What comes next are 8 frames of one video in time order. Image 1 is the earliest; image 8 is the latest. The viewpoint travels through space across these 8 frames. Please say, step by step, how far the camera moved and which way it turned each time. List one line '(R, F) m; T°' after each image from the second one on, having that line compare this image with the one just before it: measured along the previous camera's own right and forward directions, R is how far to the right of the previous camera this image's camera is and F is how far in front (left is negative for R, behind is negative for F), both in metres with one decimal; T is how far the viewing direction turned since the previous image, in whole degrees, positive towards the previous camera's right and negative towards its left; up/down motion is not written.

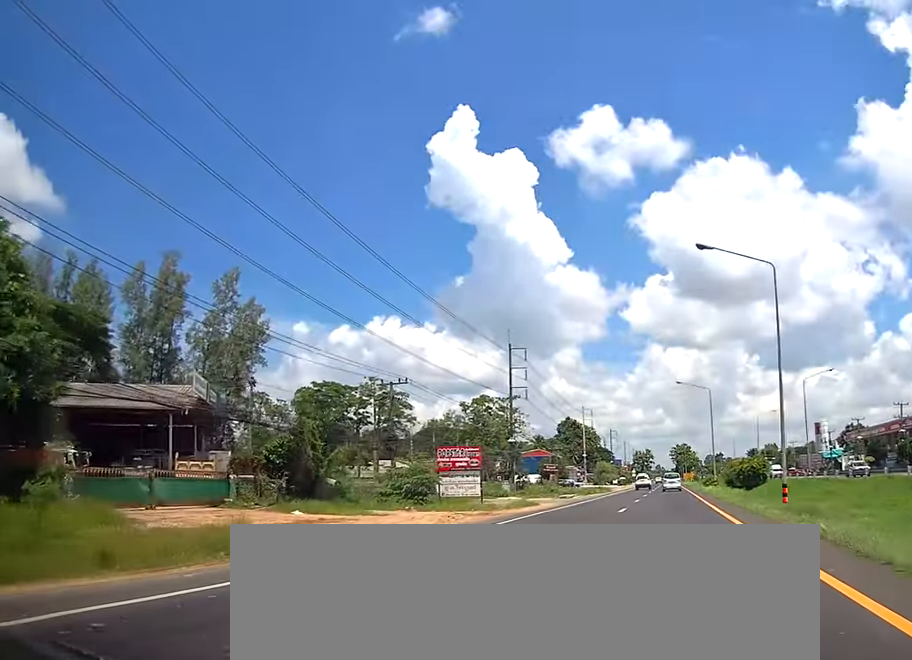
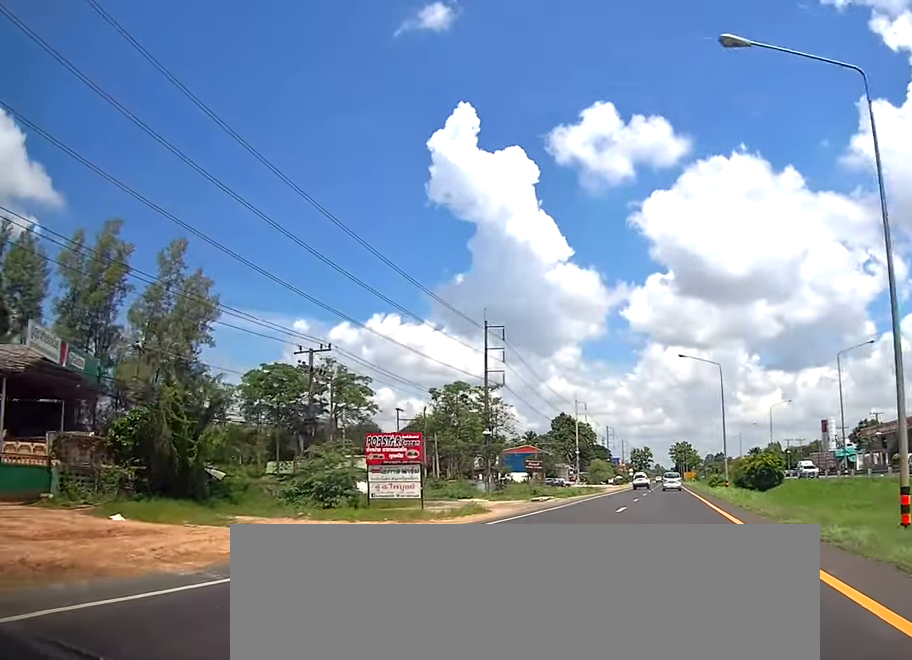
(0.0, +13.1) m; 0°
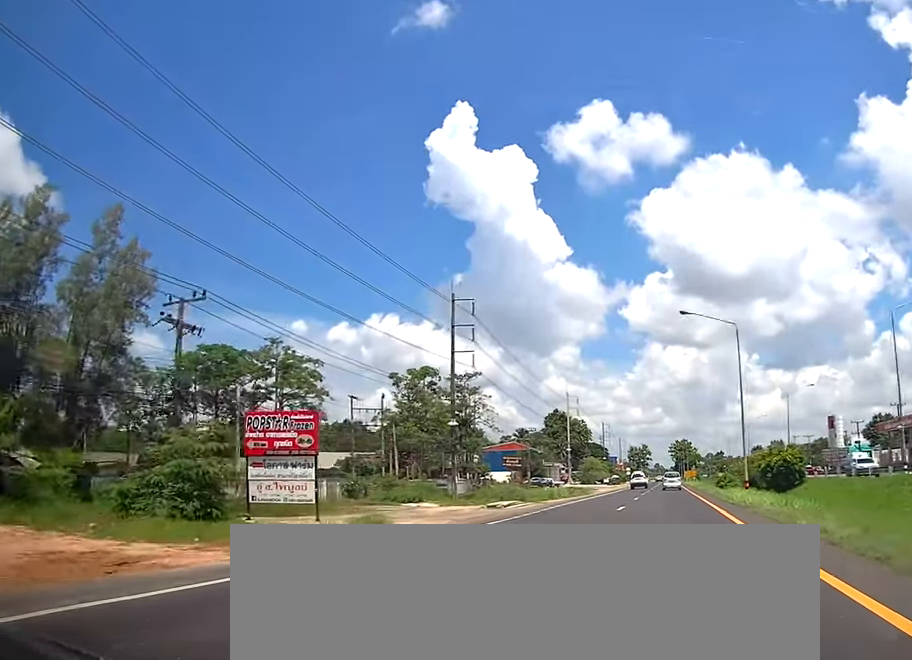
(0.0, +12.4) m; 0°
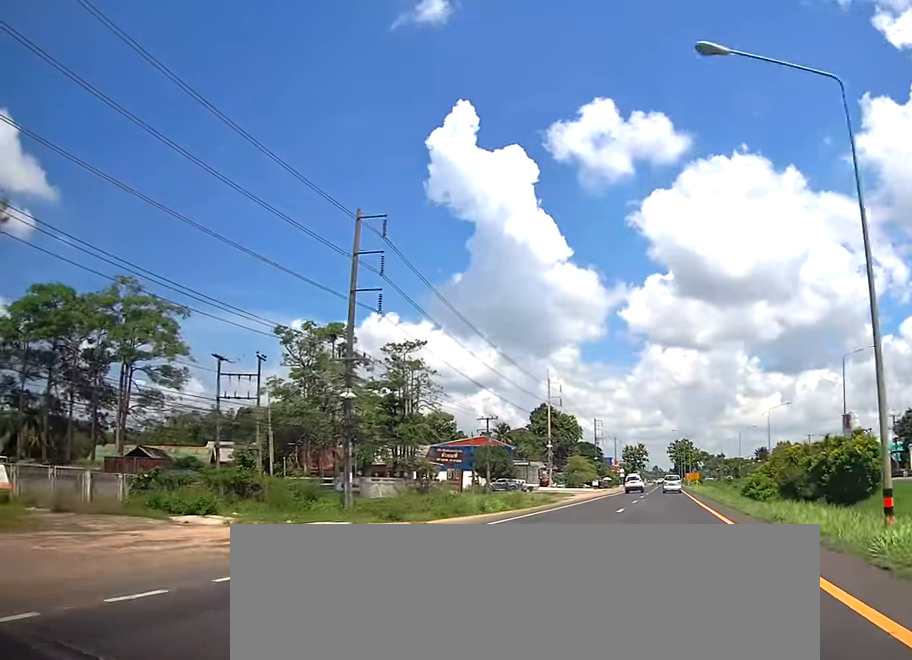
(0.0, +23.1) m; 0°
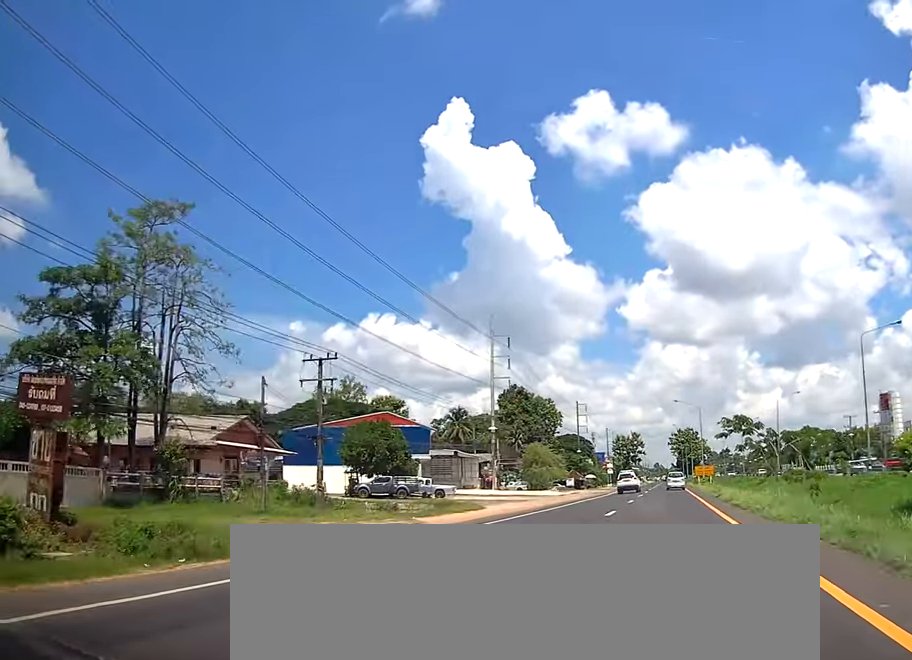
(+0.1, +41.4) m; +1°
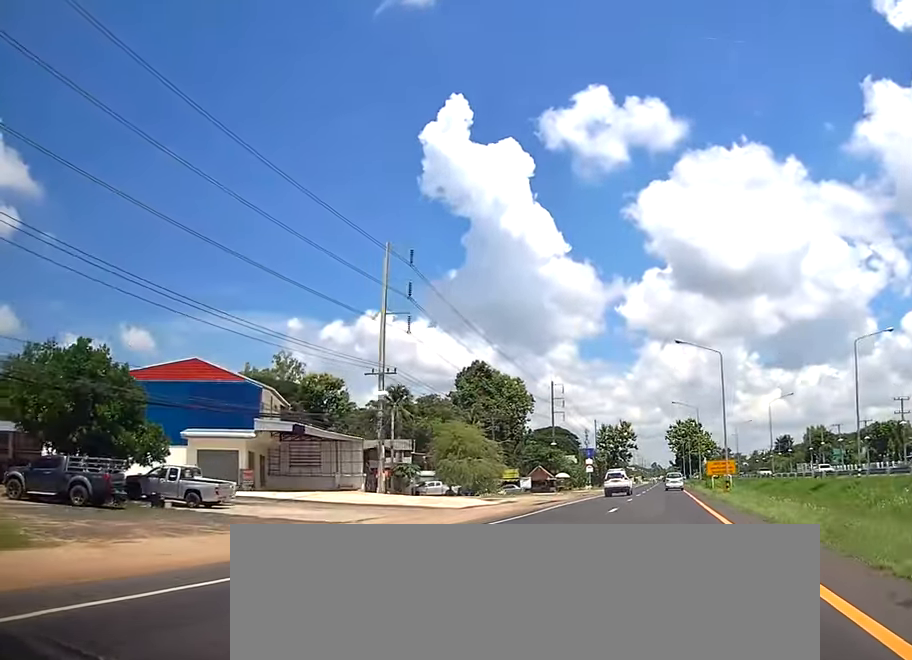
(+0.2, +33.7) m; 0°
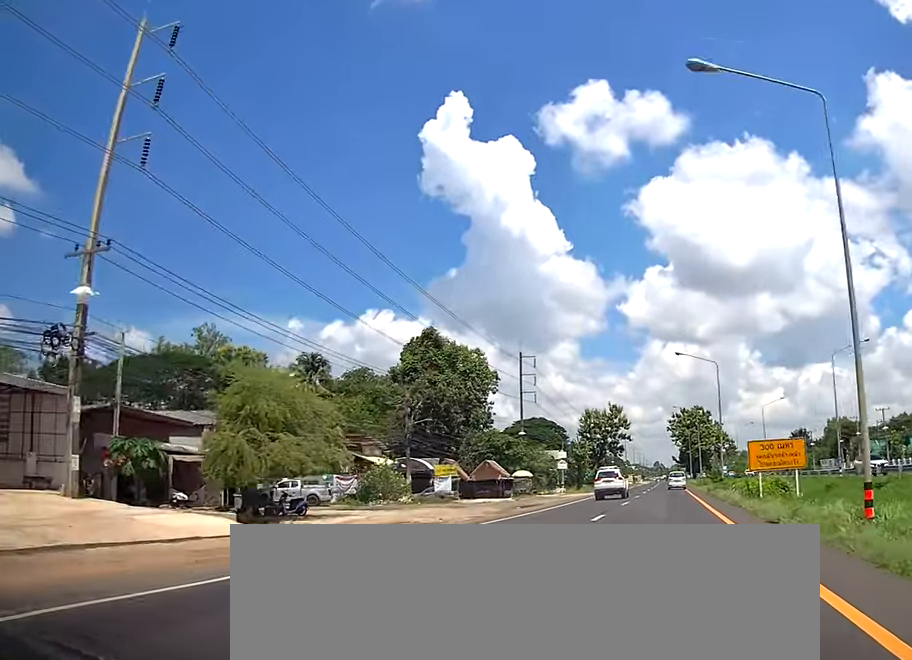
(-0.3, +30.2) m; -1°
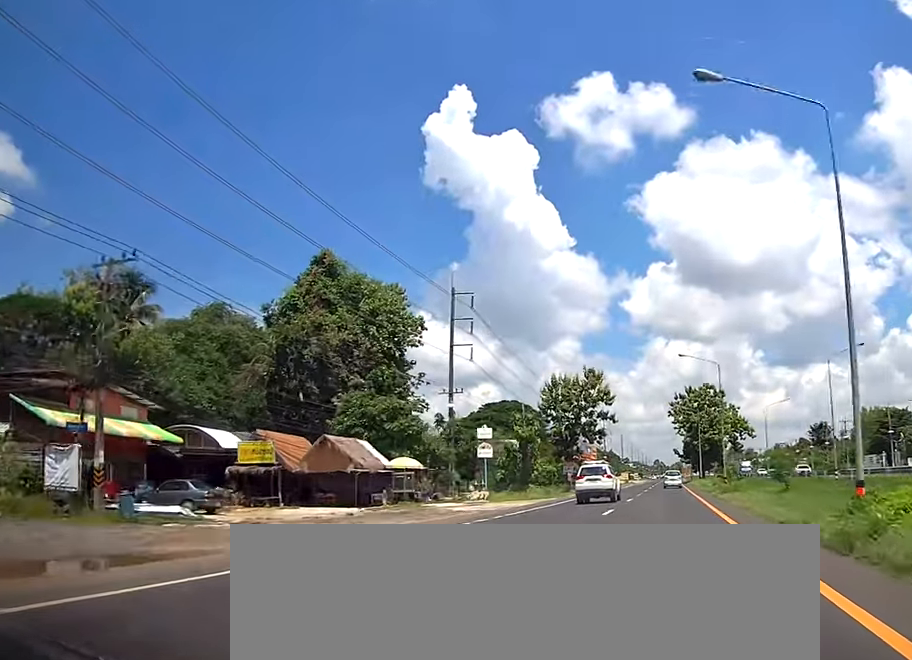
(+0.1, +33.8) m; 0°
